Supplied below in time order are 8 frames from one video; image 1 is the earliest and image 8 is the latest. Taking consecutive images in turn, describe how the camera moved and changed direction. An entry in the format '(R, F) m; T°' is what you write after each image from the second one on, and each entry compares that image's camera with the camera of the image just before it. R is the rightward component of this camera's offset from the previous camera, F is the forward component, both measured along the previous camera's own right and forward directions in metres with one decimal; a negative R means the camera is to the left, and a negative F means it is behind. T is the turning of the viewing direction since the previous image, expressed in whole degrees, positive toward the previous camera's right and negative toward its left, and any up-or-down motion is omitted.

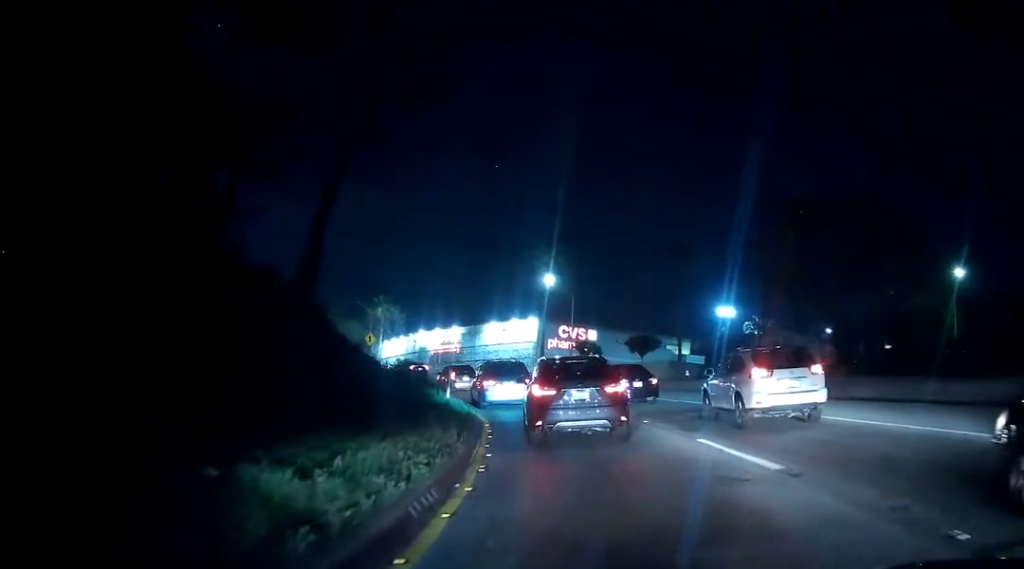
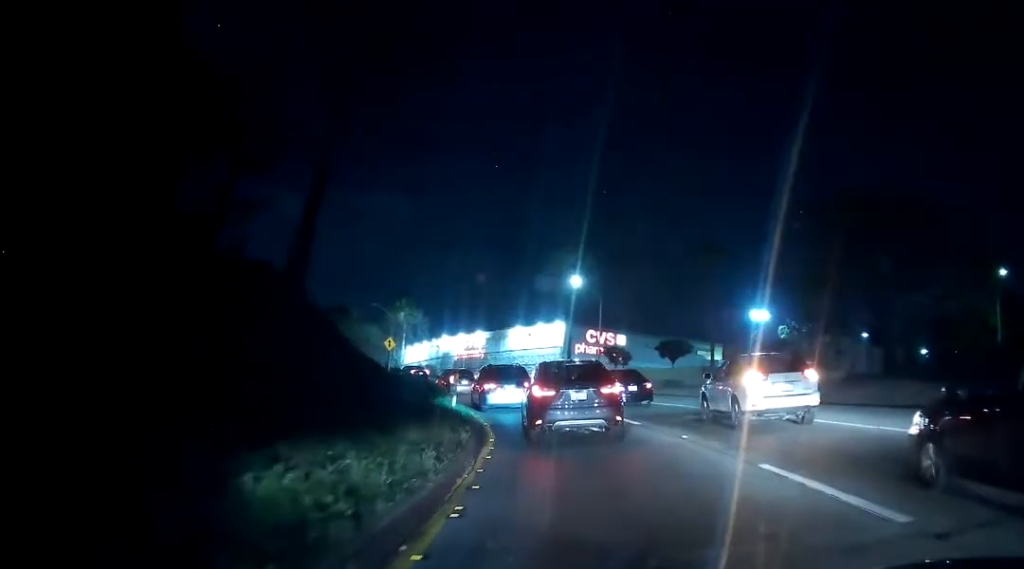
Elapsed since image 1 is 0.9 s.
(+0.1, +4.1) m; +3°
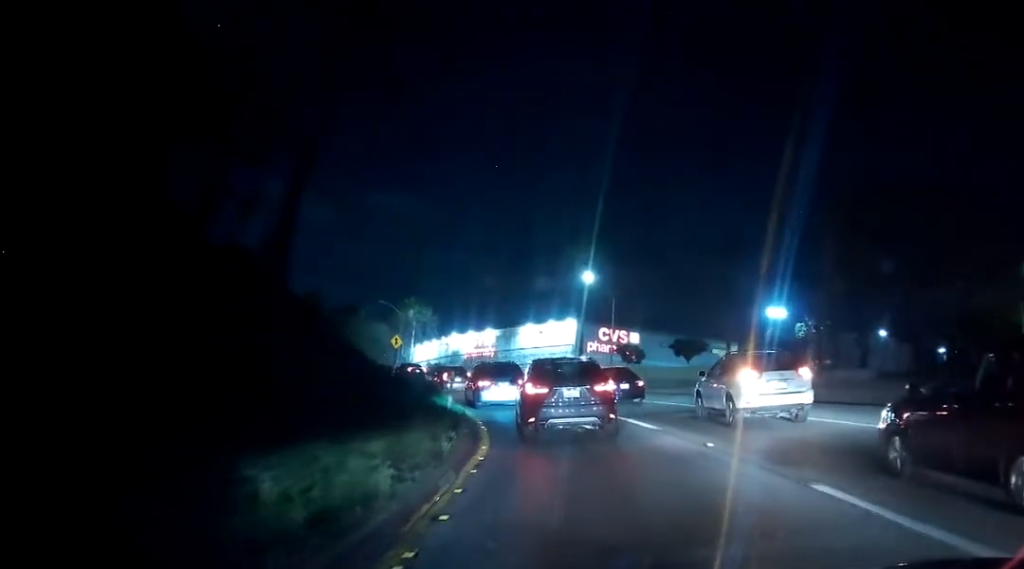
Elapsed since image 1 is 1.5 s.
(+0.1, +2.6) m; +1°
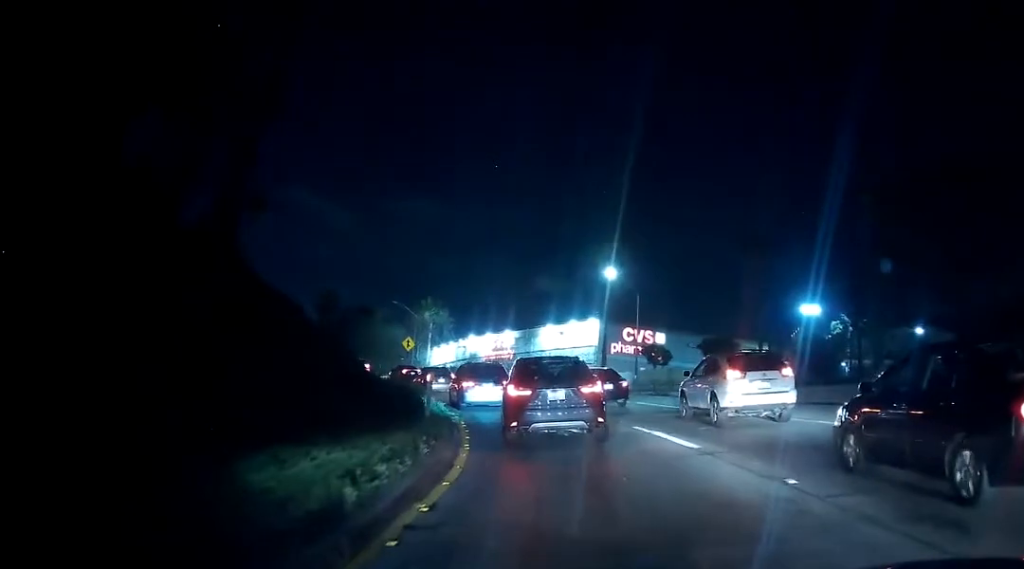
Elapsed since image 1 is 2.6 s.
(+0.1, +5.6) m; 0°
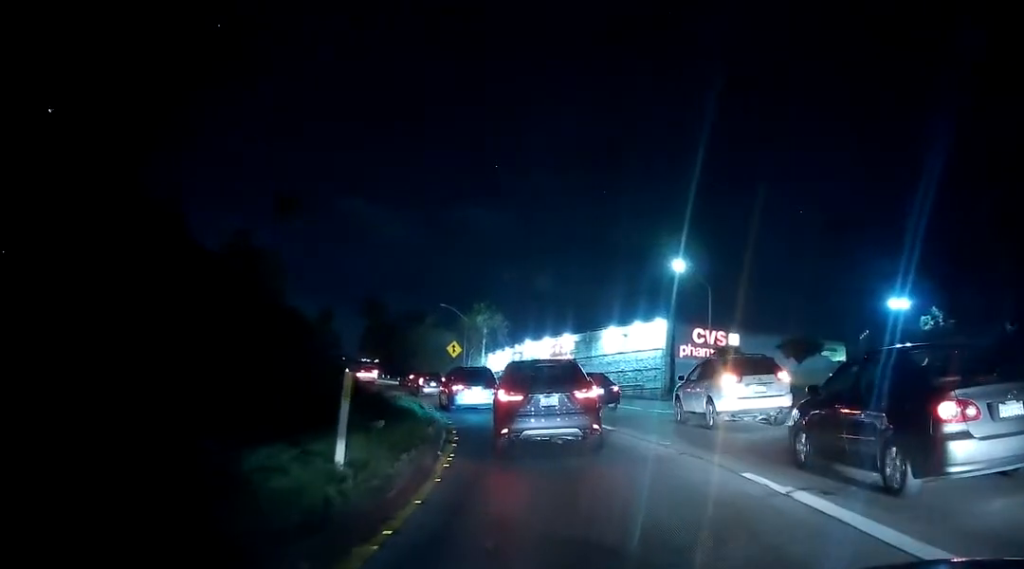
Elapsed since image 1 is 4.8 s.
(-0.3, +9.7) m; -7°
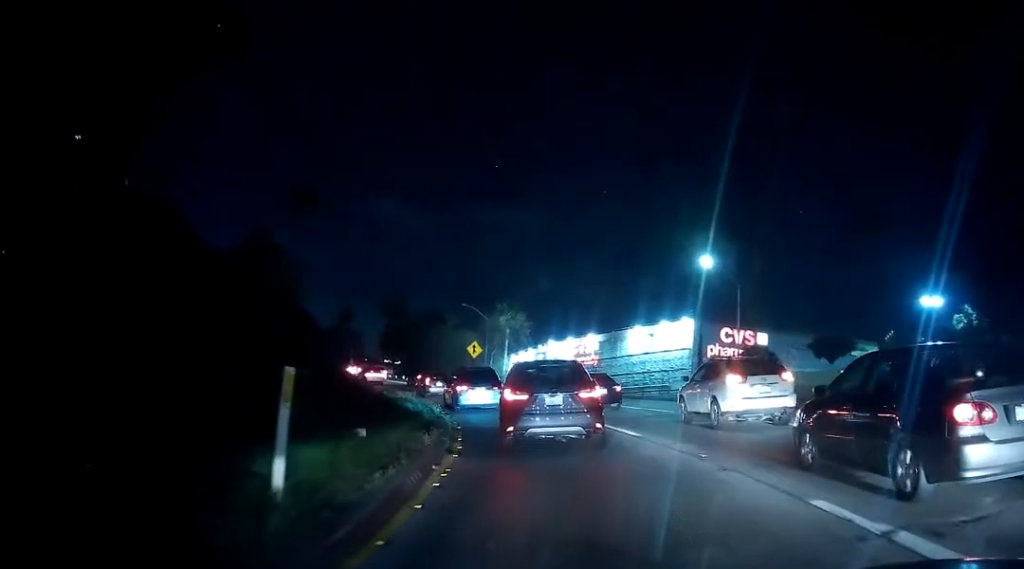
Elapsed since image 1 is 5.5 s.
(-0.1, +2.4) m; -3°
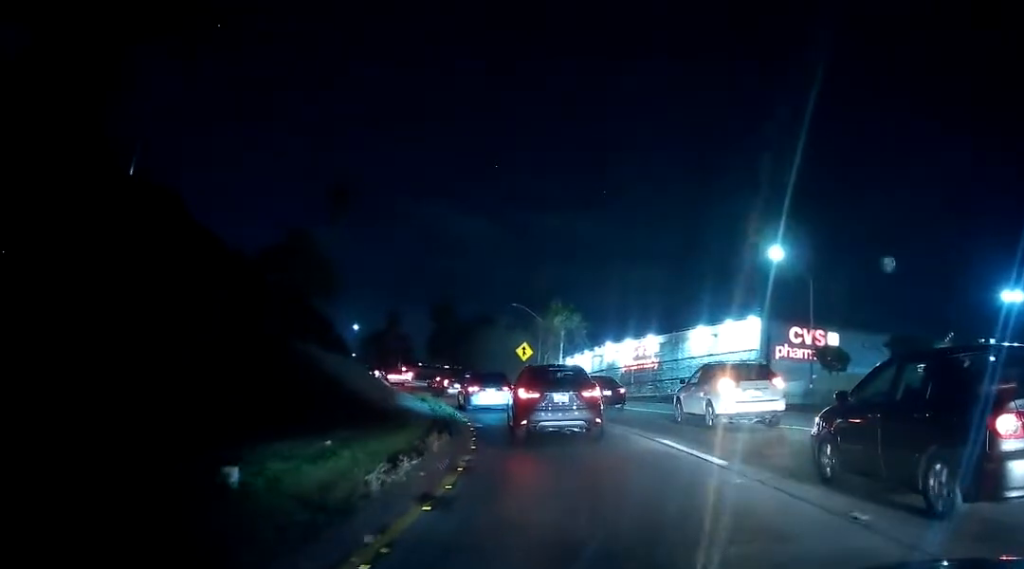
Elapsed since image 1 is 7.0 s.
(-0.3, +5.5) m; -10°
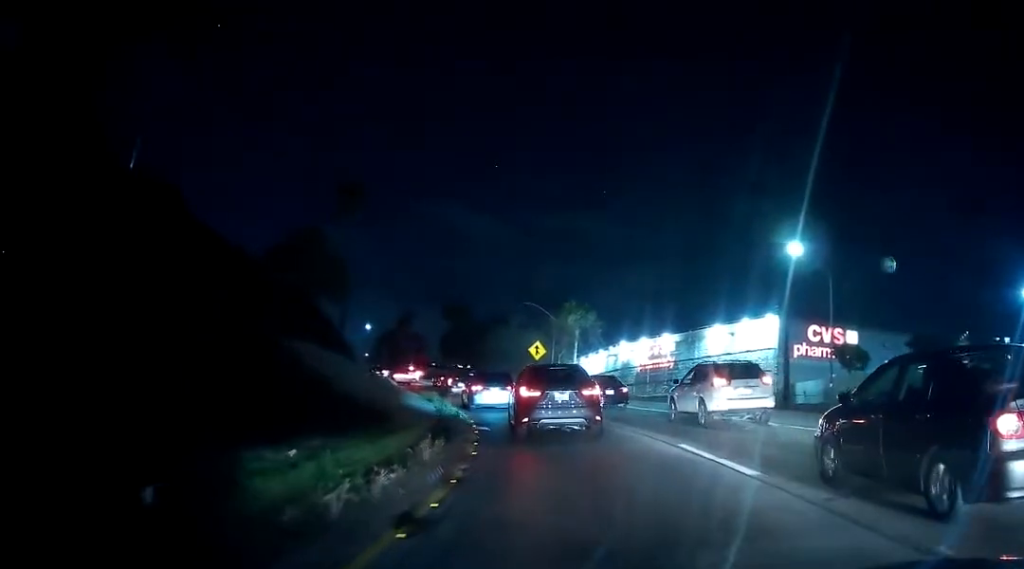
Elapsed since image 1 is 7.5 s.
(-0.1, +1.6) m; -2°
